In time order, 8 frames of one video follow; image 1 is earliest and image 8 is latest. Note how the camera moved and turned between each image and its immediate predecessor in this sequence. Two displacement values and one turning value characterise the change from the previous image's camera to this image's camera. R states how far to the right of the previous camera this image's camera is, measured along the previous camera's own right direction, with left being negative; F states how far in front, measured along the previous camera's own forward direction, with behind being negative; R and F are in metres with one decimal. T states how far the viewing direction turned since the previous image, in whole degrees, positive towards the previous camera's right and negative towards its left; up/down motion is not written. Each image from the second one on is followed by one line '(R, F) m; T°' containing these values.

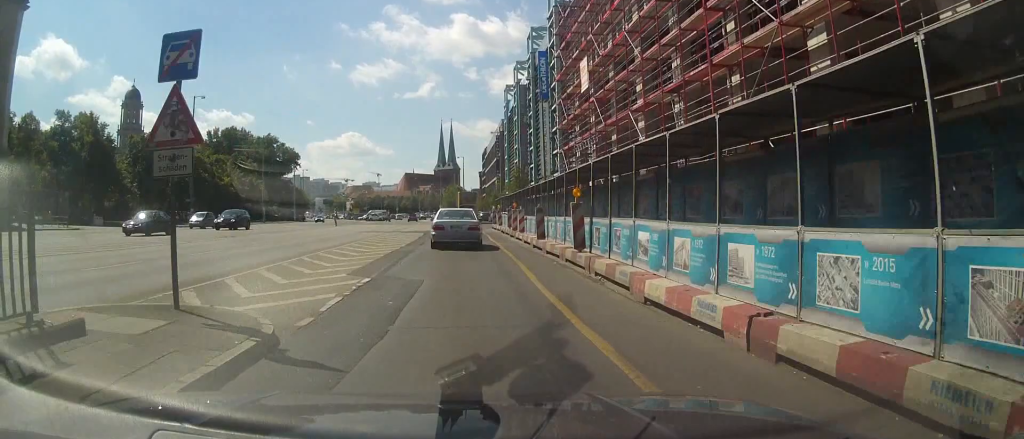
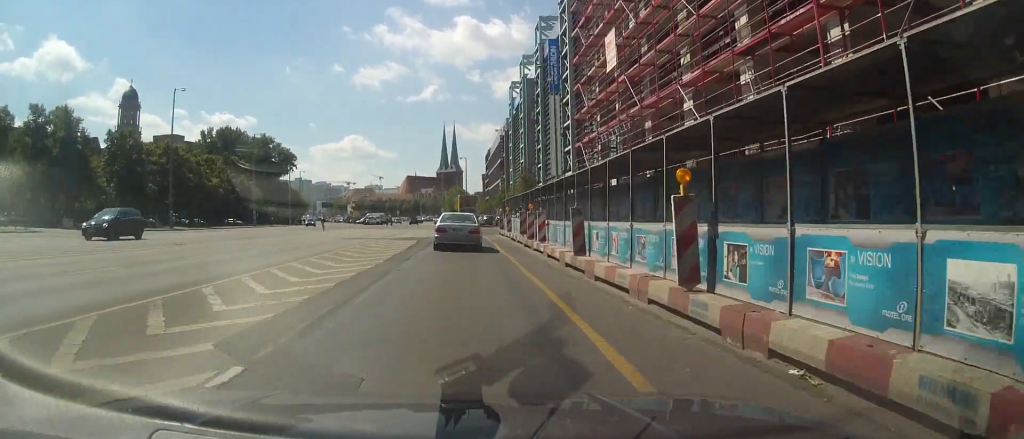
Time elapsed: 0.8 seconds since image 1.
(0.0, +6.5) m; 0°
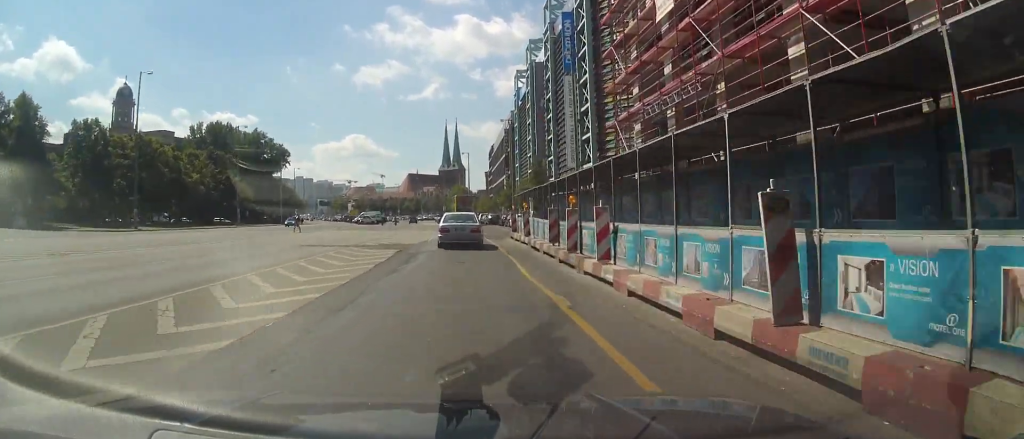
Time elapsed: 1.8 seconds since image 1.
(0.0, +9.1) m; 0°
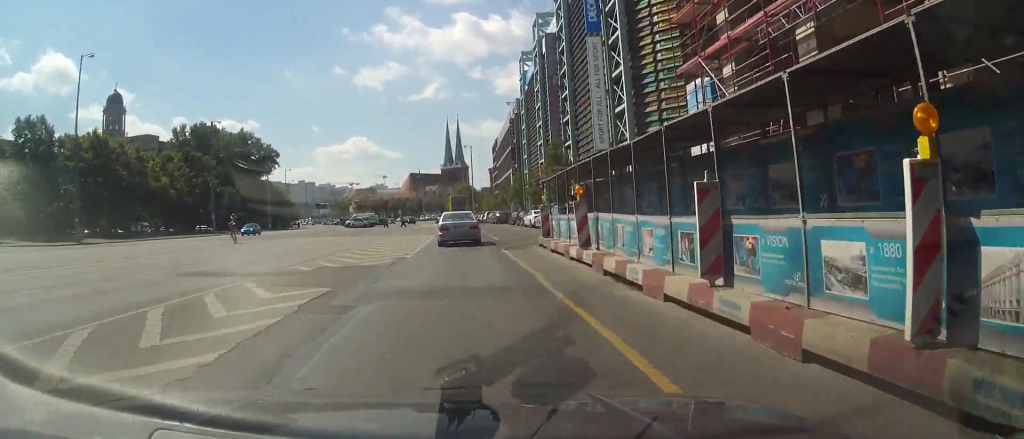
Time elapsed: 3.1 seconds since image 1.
(-0.2, +12.4) m; -3°
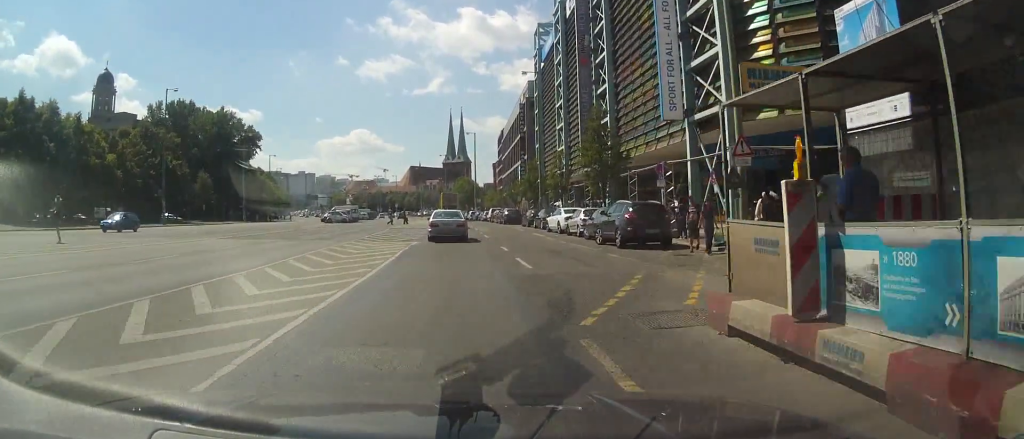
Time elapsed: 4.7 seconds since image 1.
(-0.4, +16.1) m; -1°
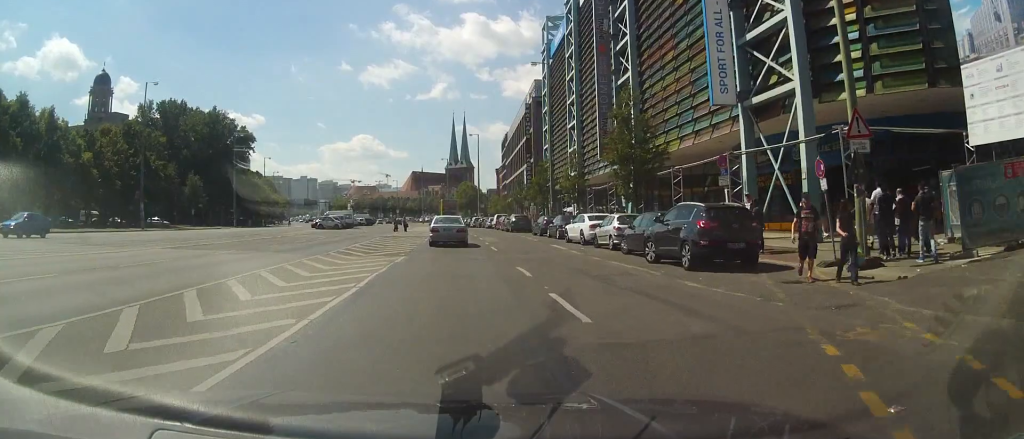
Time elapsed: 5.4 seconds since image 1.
(+0.1, +6.3) m; 0°
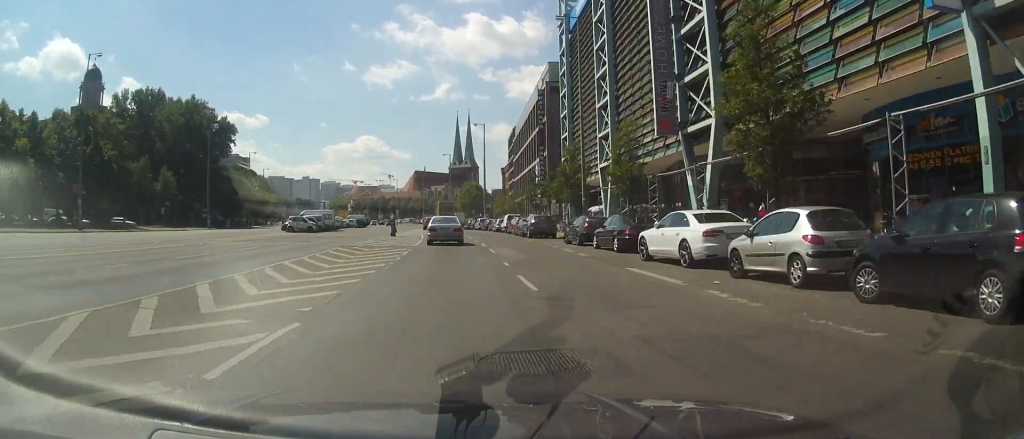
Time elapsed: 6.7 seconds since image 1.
(-0.2, +13.7) m; -1°
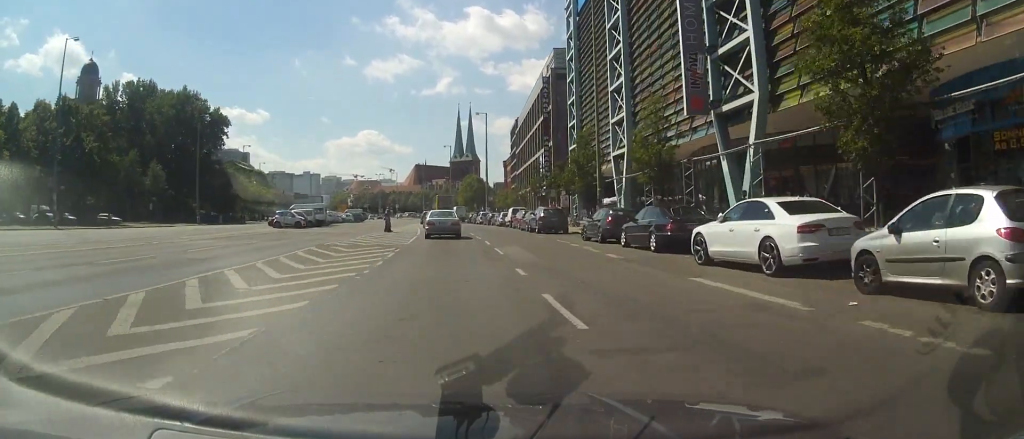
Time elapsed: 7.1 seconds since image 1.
(0.0, +4.6) m; 0°
